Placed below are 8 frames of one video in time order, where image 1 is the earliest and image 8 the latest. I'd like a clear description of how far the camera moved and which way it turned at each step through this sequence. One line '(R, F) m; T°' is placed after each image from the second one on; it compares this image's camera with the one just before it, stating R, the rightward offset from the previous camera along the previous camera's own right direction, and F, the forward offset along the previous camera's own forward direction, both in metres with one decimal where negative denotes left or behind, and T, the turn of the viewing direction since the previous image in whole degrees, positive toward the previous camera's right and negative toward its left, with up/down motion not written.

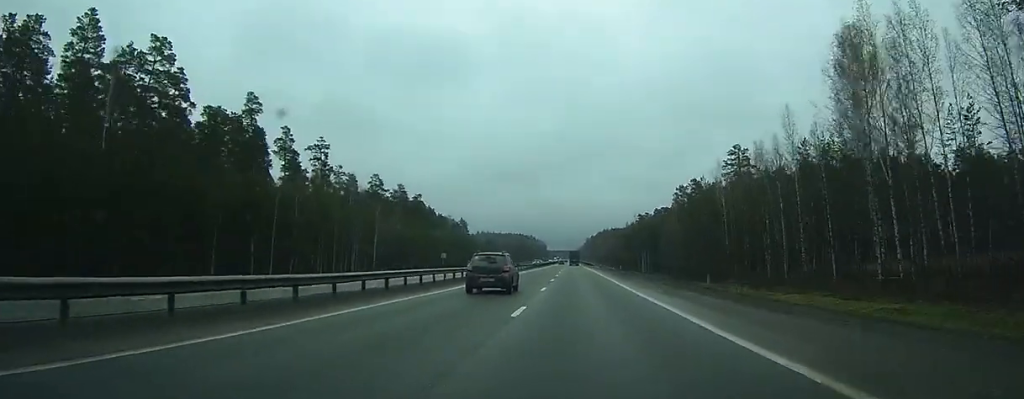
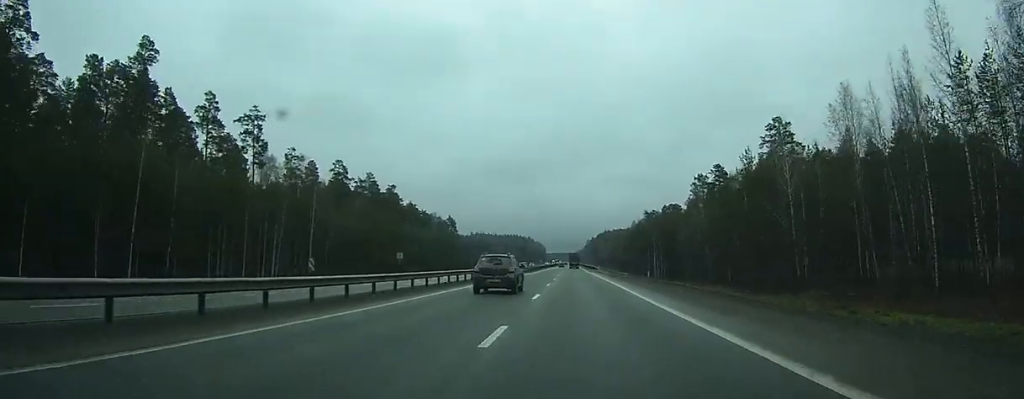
(-0.1, +28.6) m; 0°
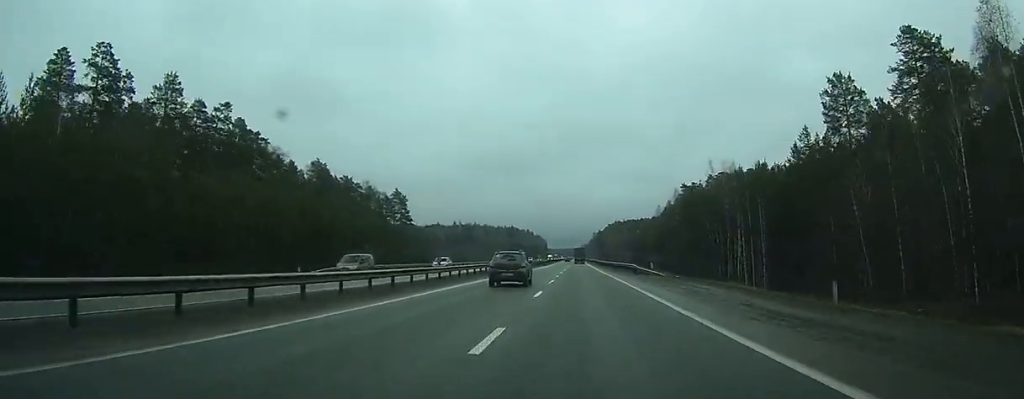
(+0.2, +84.9) m; 0°
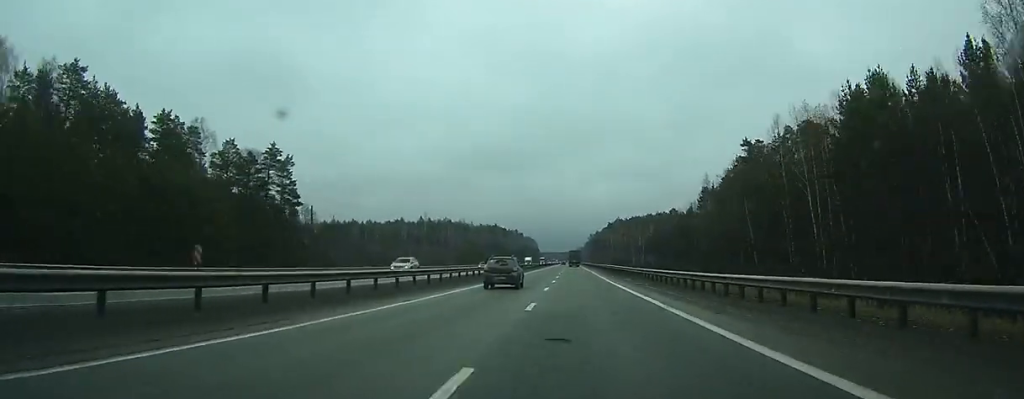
(-0.1, +74.8) m; 0°
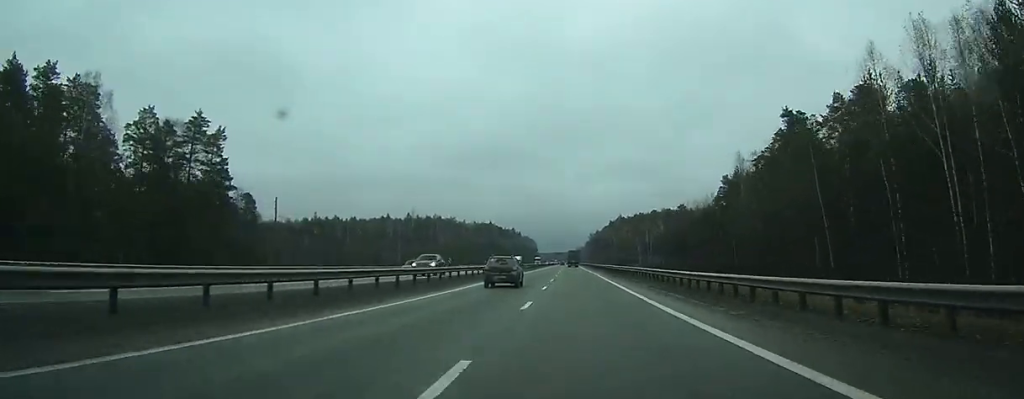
(0.0, +23.9) m; 0°
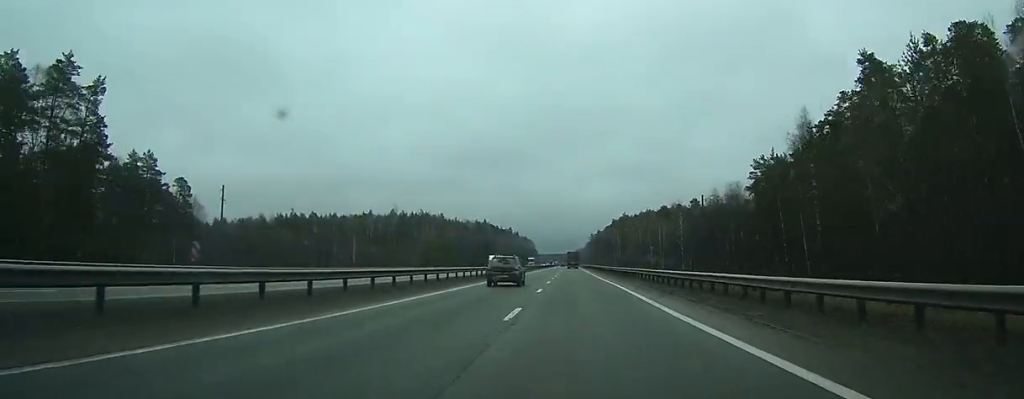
(+0.1, +27.6) m; 0°
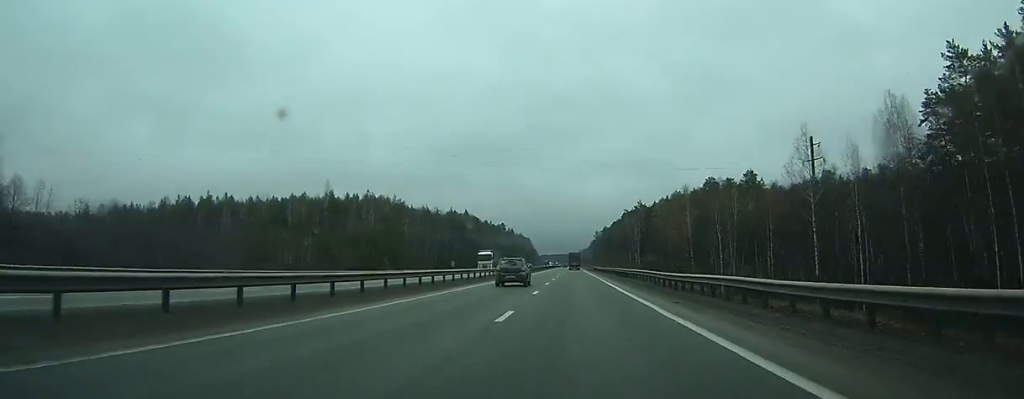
(+0.5, +73.9) m; +4°
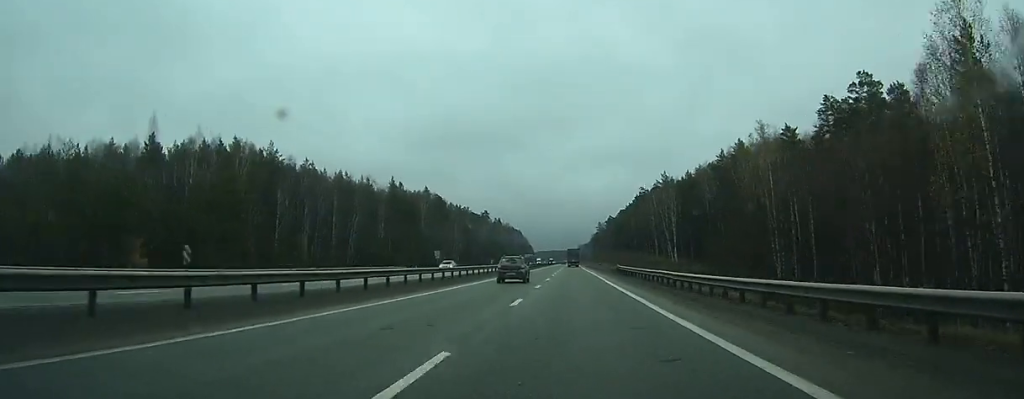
(-2.8, +79.9) m; -7°
